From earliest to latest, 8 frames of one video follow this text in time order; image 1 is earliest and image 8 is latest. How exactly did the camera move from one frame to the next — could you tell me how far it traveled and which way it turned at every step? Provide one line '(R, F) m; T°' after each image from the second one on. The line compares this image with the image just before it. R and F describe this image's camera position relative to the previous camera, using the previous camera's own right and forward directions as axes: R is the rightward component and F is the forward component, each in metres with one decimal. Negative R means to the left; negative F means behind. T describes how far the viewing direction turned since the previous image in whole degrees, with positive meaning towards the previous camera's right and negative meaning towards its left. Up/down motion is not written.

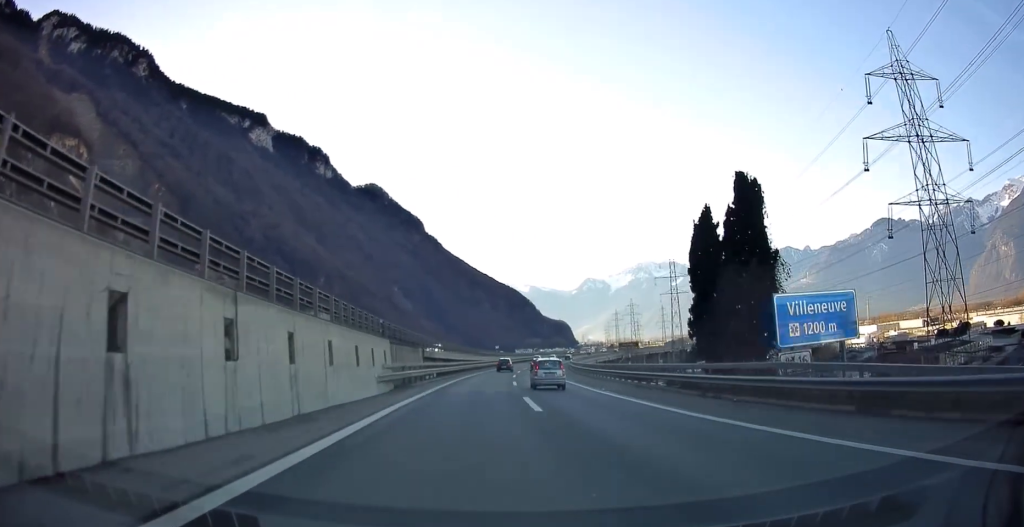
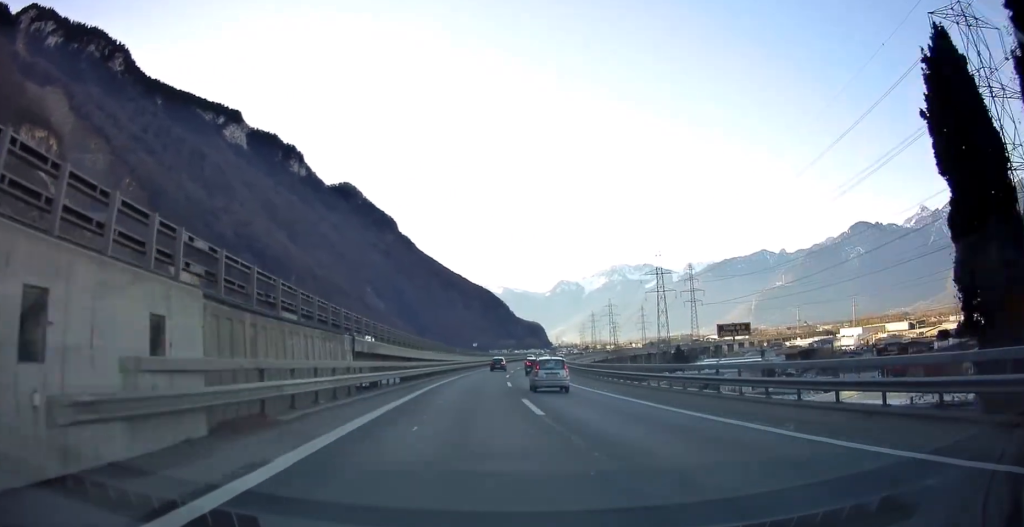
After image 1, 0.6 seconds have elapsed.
(+0.3, +20.1) m; +2°
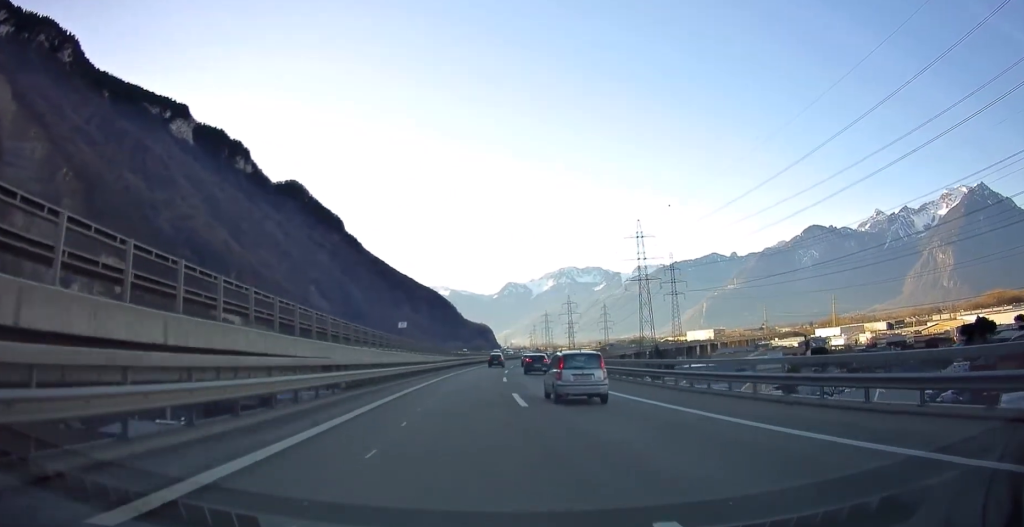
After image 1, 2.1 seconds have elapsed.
(+2.3, +52.1) m; +5°
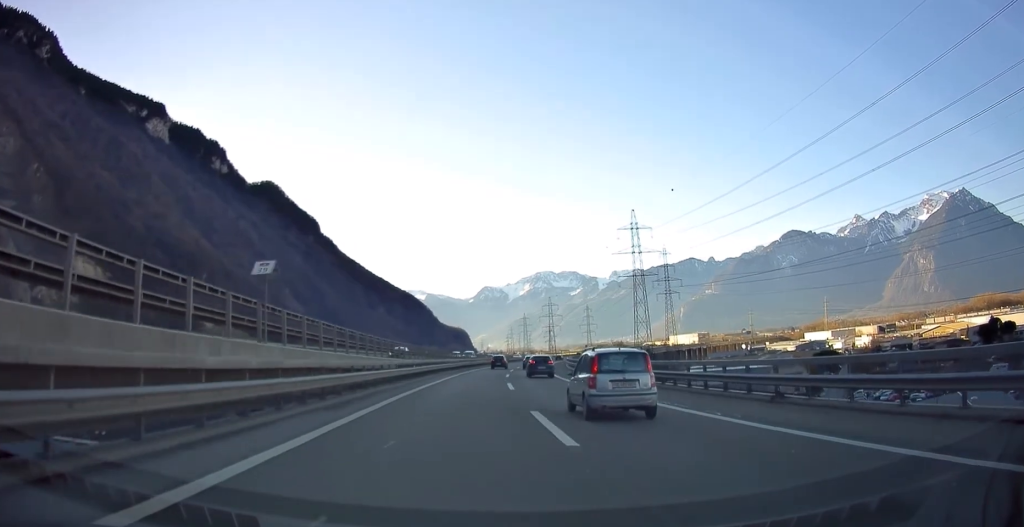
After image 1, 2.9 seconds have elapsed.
(+0.6, +24.9) m; +2°
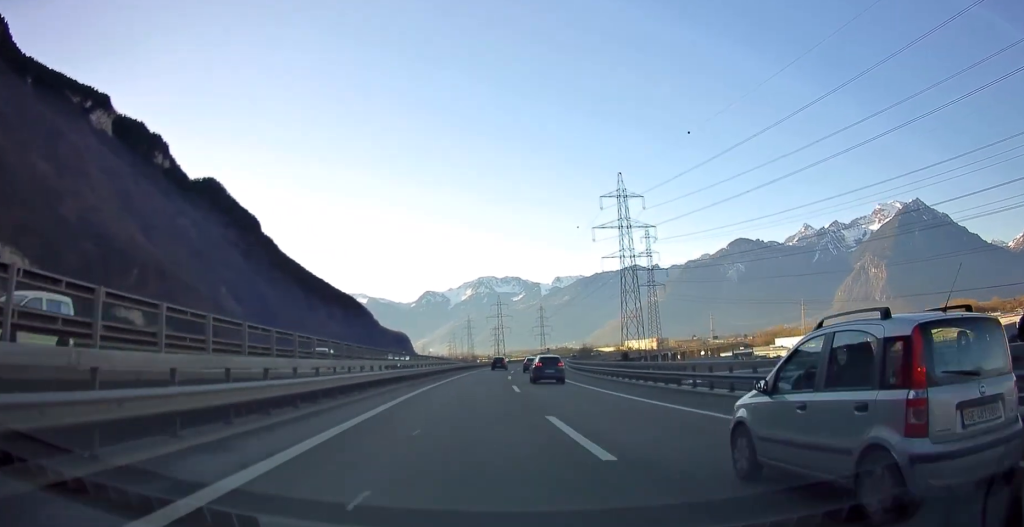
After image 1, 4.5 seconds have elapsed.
(+2.3, +54.8) m; +5°
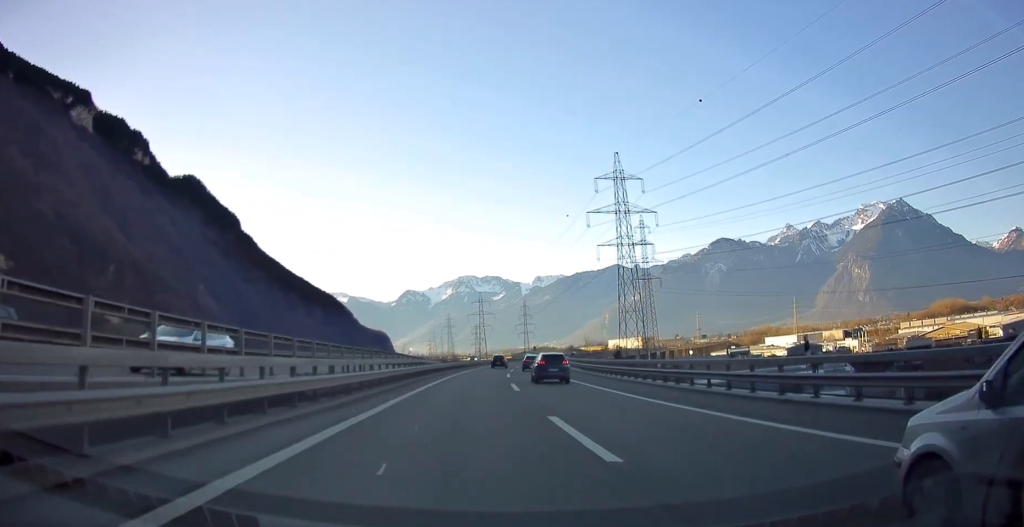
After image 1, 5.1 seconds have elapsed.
(+0.4, +18.7) m; +2°
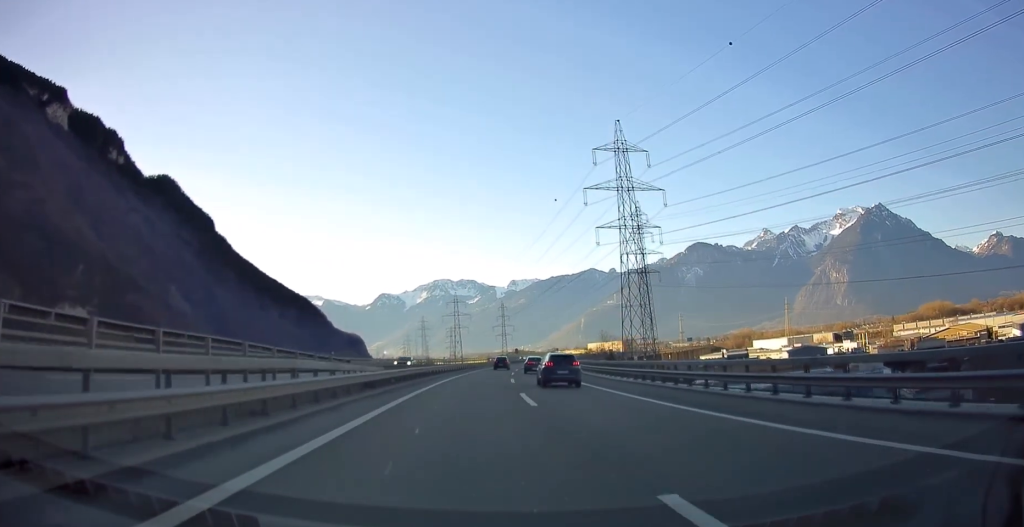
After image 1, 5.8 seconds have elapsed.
(+0.6, +25.1) m; +2°
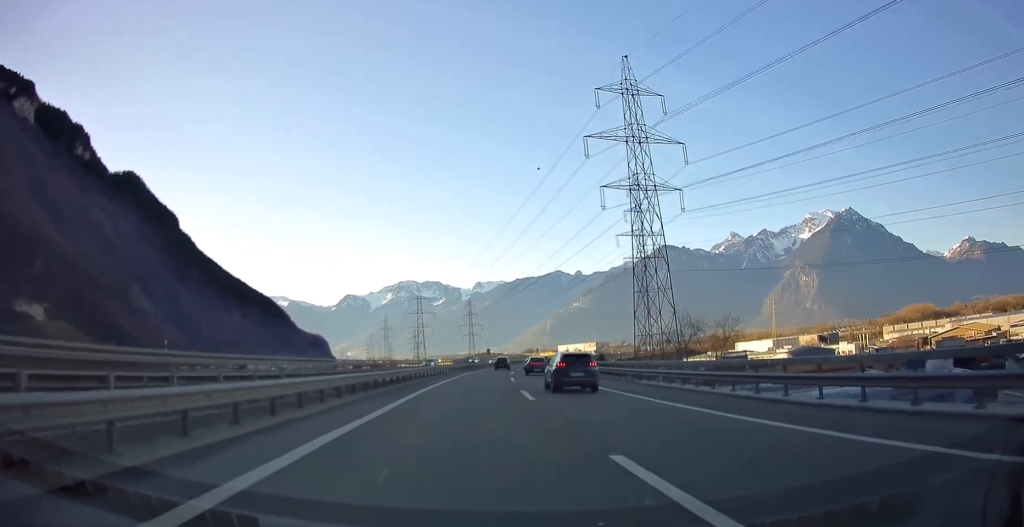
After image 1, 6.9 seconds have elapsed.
(+0.9, +33.4) m; +3°
